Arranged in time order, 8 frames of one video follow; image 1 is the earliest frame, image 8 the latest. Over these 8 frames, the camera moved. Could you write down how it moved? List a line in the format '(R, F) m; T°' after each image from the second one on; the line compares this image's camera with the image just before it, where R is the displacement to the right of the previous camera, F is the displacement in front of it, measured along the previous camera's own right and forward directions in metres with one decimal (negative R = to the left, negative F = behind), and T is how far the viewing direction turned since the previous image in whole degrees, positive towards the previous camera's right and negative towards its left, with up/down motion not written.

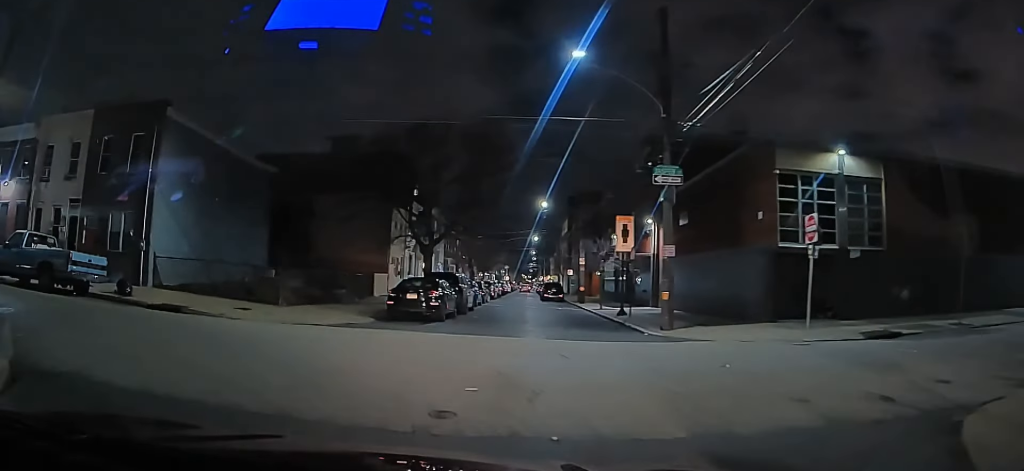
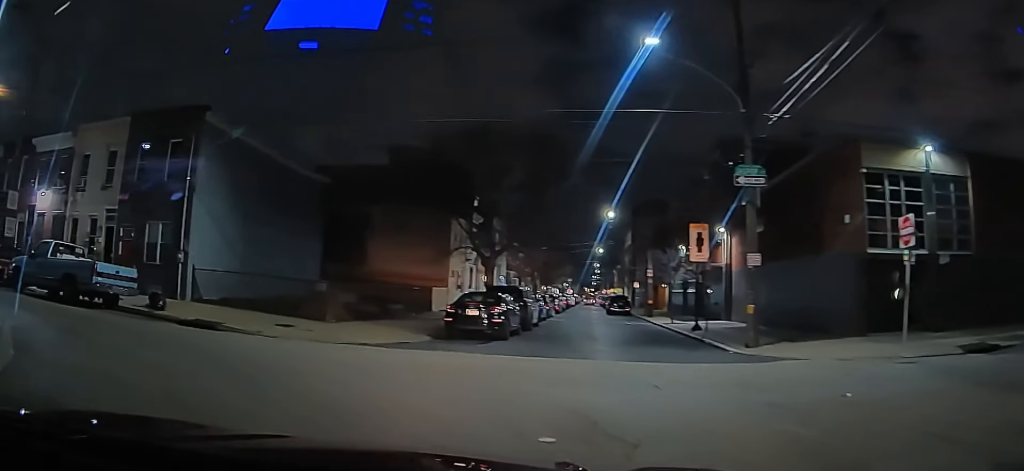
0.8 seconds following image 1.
(-0.1, +2.2) m; -11°
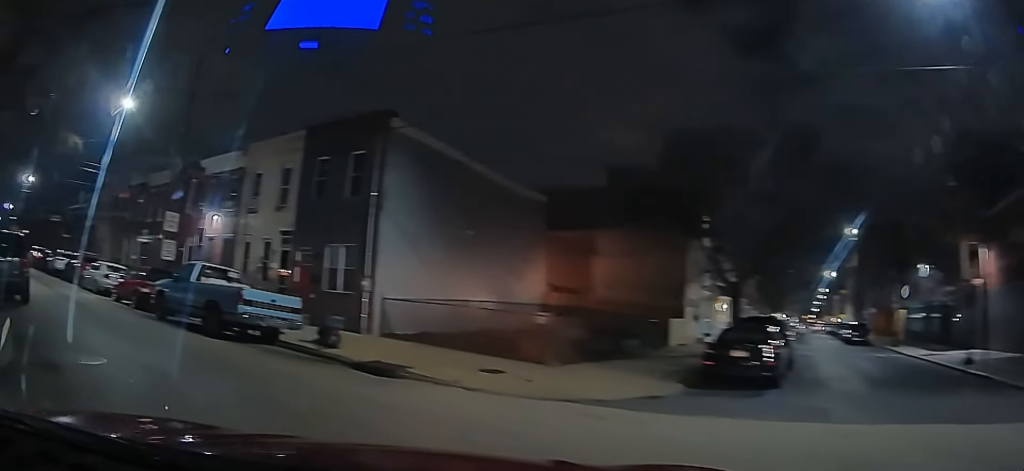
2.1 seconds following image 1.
(-1.0, +4.1) m; -32°
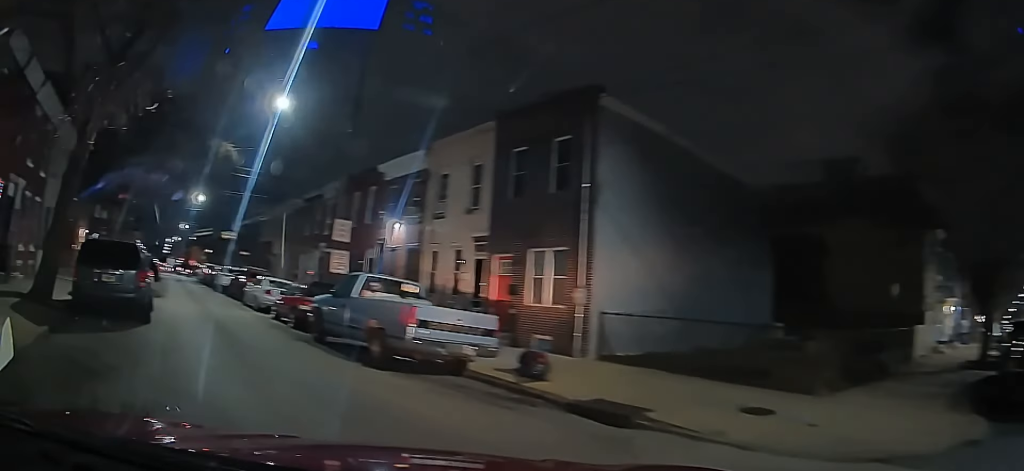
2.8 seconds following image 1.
(-0.7, +3.2) m; -22°
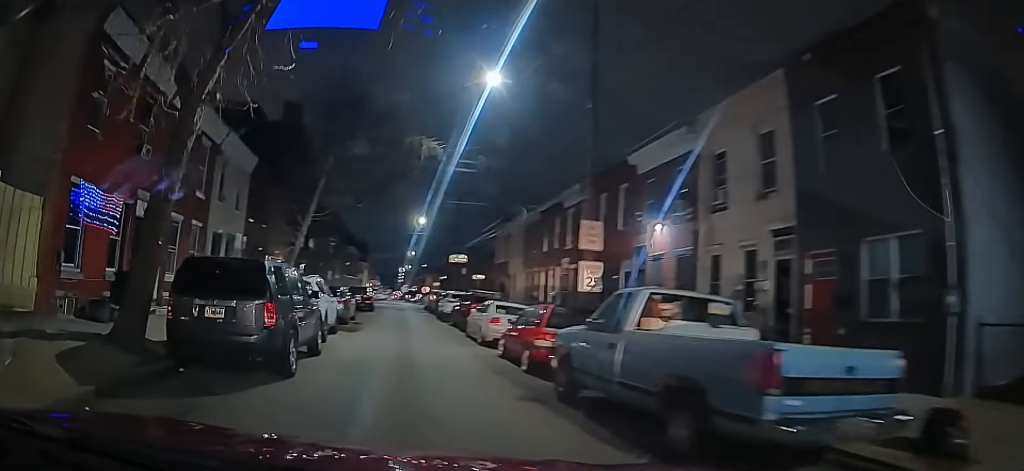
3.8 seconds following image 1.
(-1.4, +5.3) m; -21°
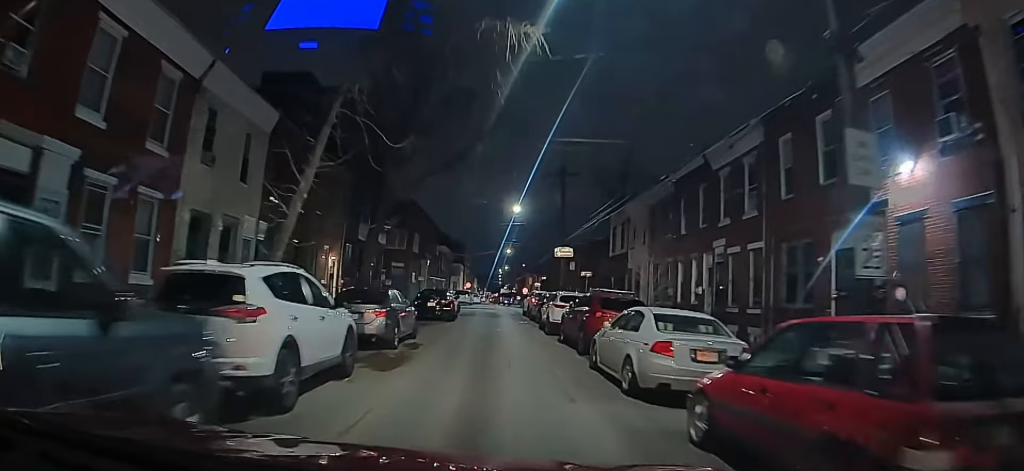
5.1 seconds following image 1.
(-1.1, +9.3) m; -6°
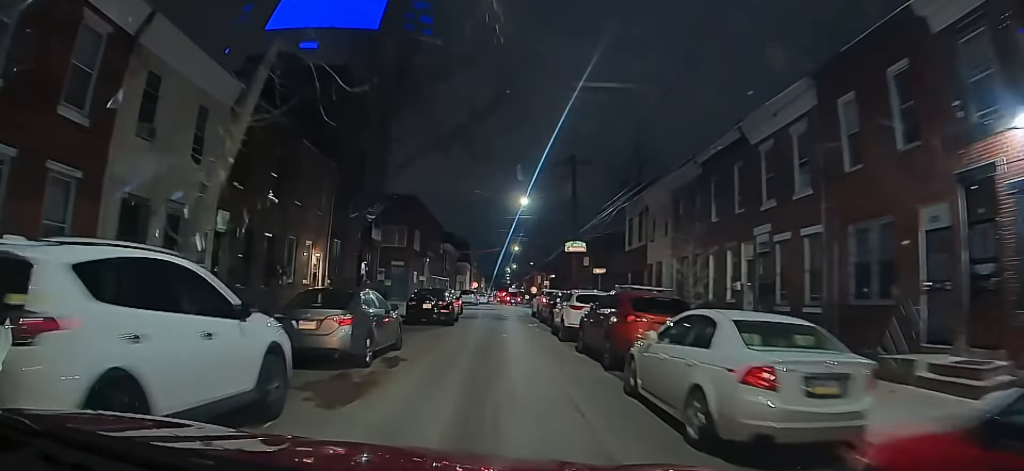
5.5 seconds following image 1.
(0.0, +3.4) m; 0°
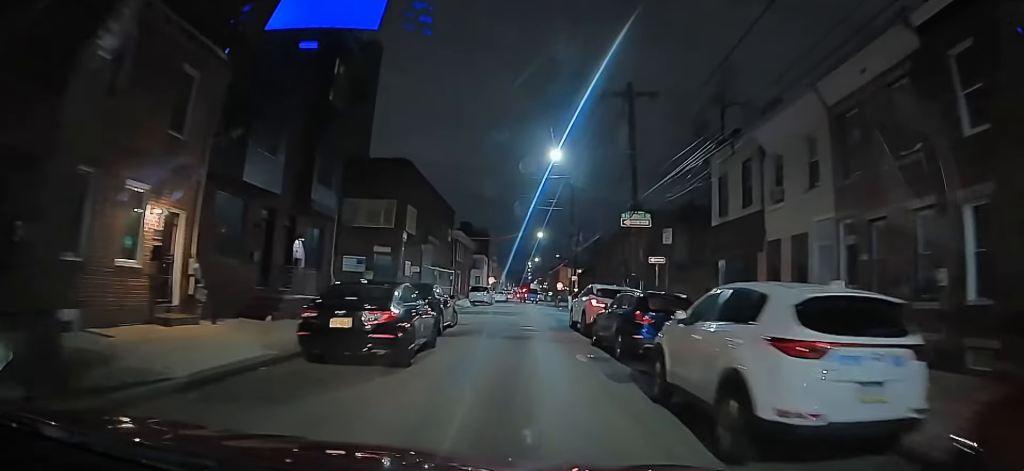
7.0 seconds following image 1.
(0.0, +13.4) m; 0°
